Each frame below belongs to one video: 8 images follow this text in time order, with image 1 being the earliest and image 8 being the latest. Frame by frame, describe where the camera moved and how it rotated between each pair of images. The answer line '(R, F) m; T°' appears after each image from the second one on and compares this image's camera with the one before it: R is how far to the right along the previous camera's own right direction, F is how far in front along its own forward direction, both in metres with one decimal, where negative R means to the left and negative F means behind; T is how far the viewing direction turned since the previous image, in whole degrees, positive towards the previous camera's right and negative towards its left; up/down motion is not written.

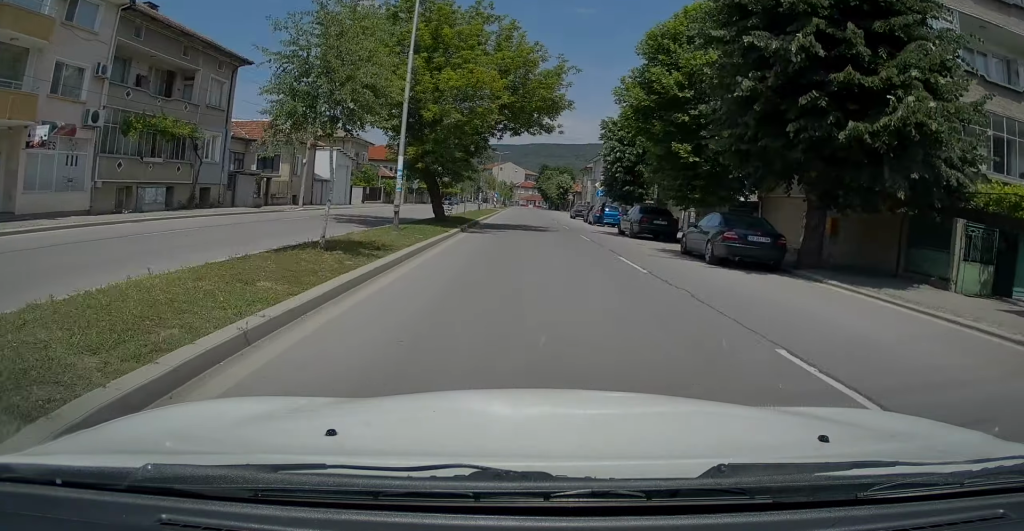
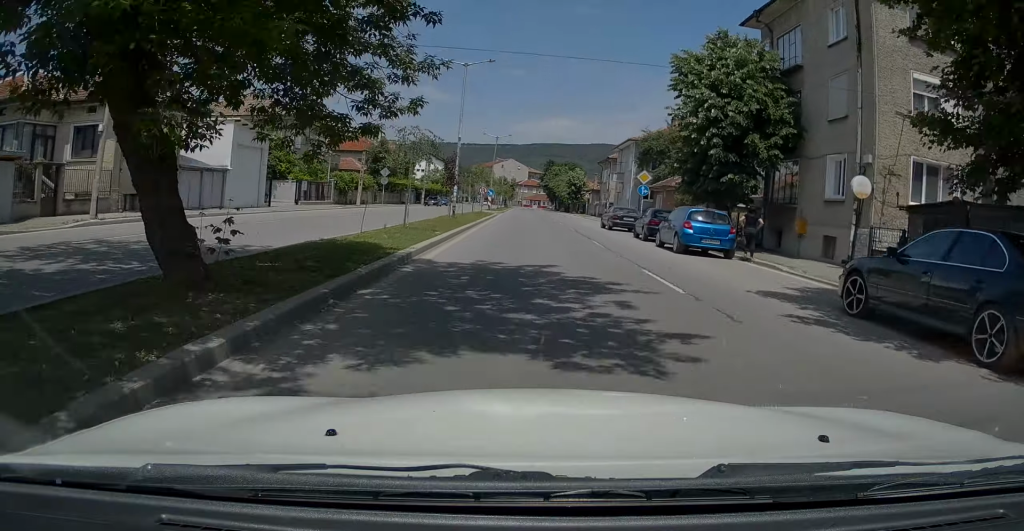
(+0.4, +20.2) m; +1°
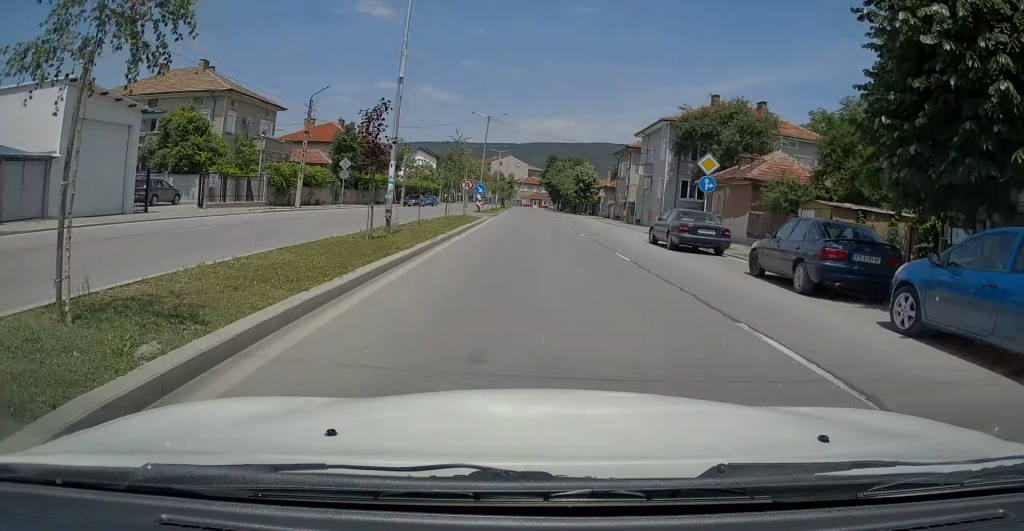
(-0.1, +14.0) m; 0°
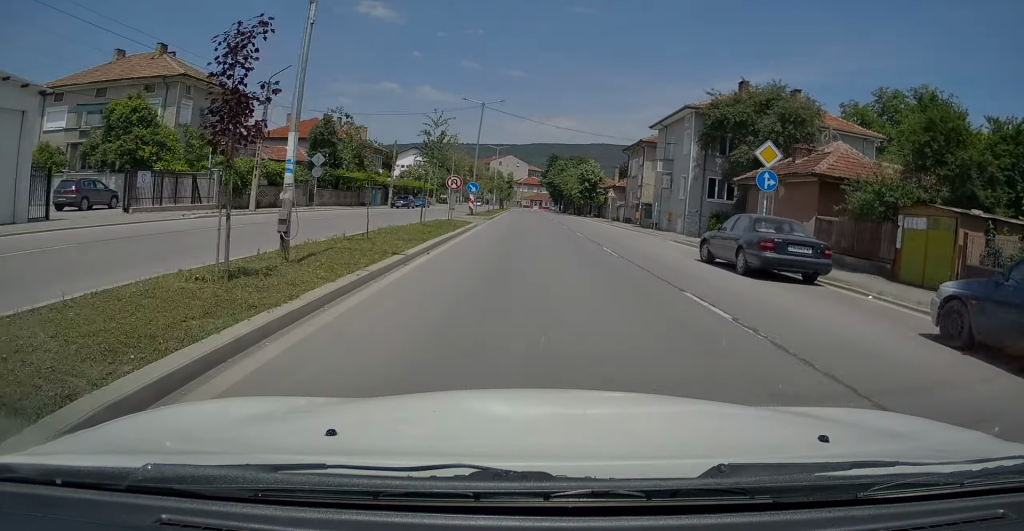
(0.0, +6.5) m; 0°
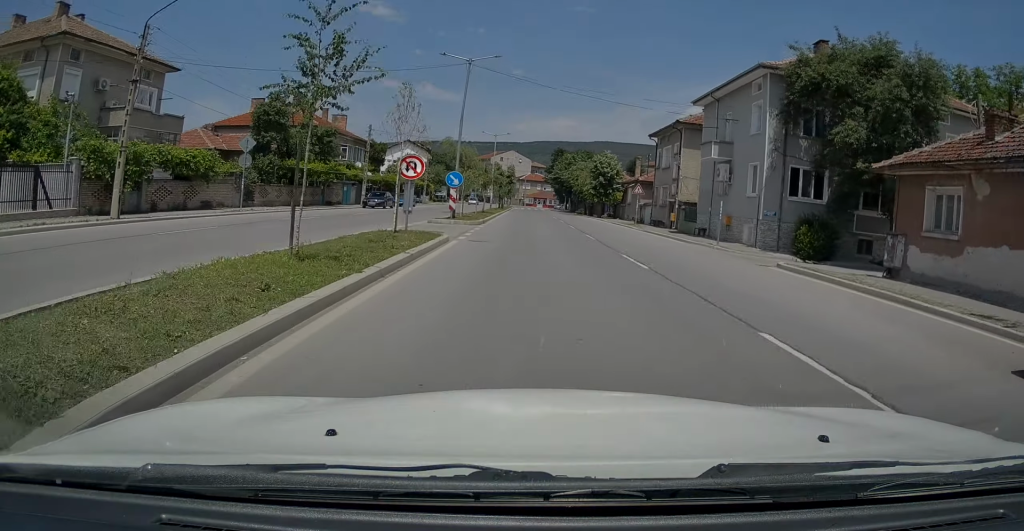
(0.0, +11.6) m; 0°
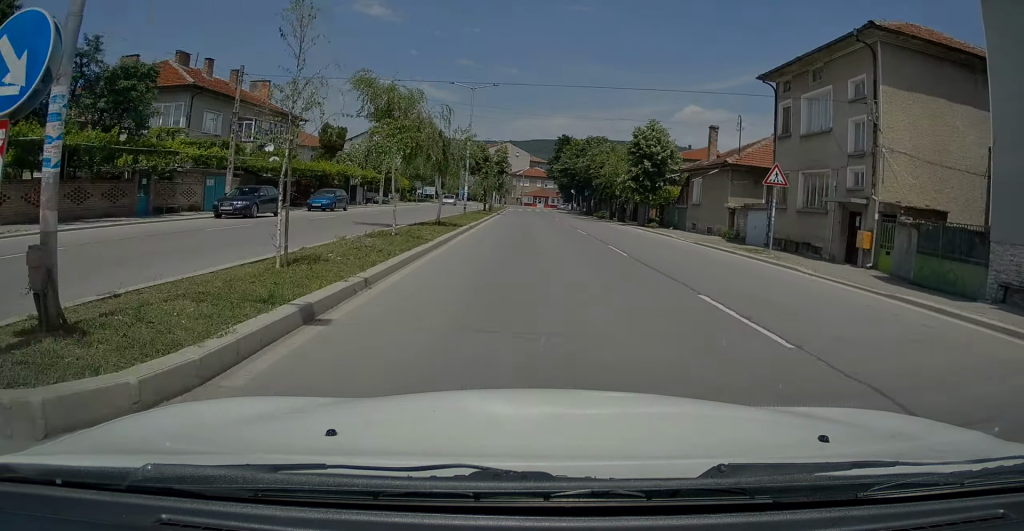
(+0.1, +24.1) m; 0°
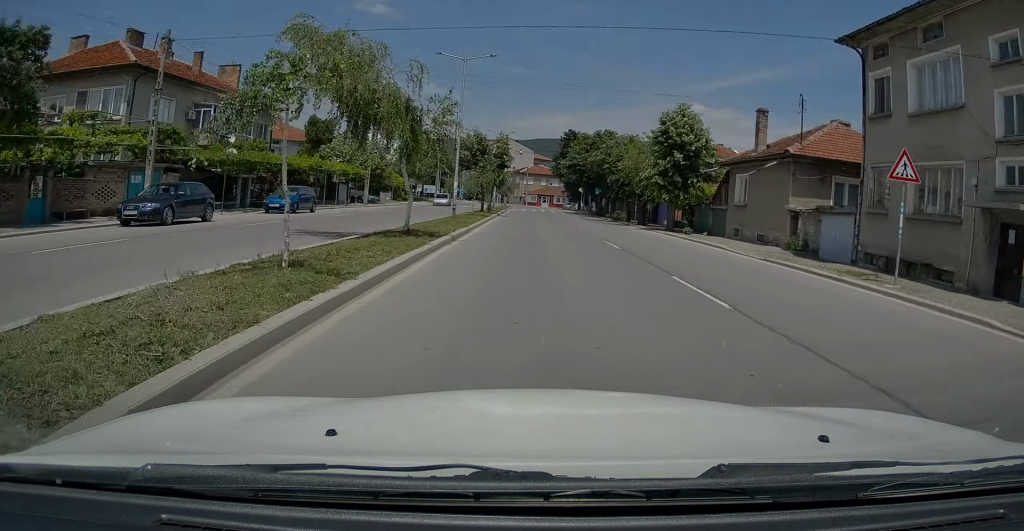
(0.0, +6.9) m; 0°
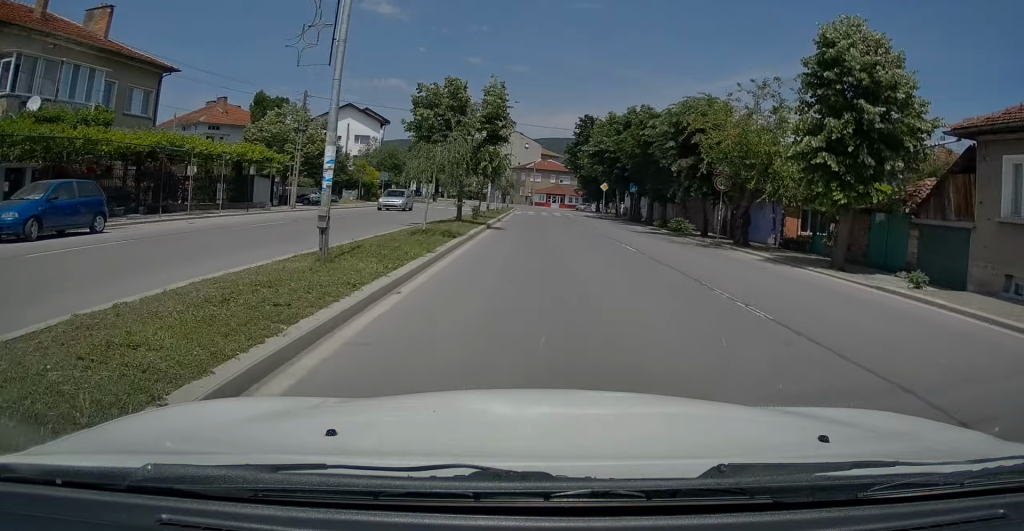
(0.0, +18.2) m; 0°
